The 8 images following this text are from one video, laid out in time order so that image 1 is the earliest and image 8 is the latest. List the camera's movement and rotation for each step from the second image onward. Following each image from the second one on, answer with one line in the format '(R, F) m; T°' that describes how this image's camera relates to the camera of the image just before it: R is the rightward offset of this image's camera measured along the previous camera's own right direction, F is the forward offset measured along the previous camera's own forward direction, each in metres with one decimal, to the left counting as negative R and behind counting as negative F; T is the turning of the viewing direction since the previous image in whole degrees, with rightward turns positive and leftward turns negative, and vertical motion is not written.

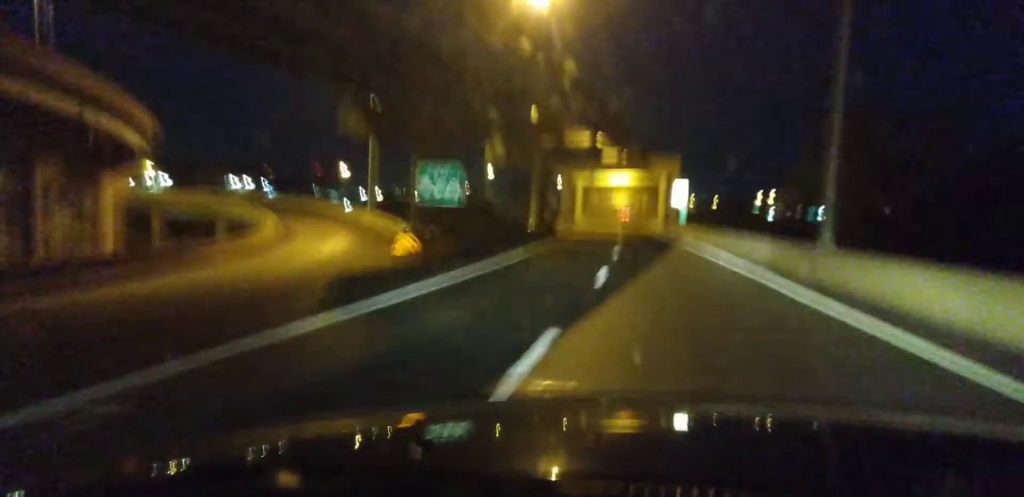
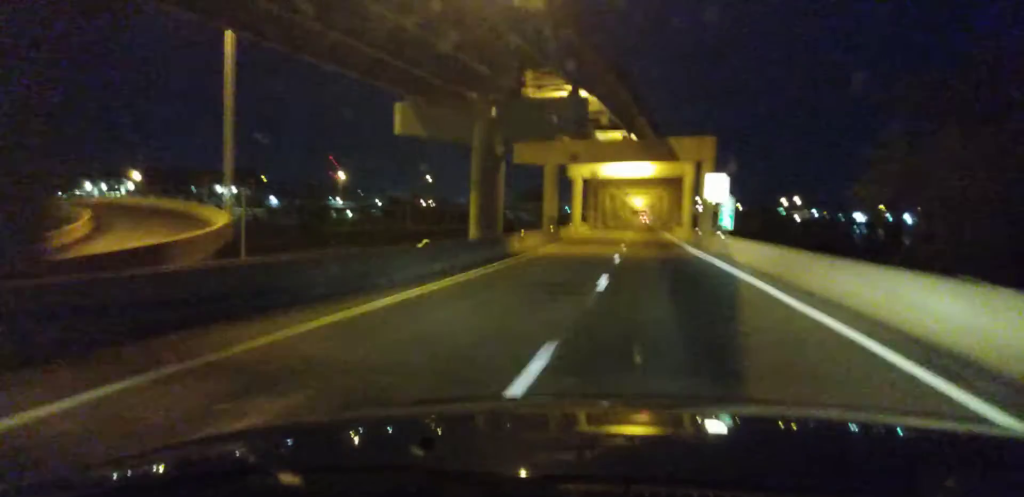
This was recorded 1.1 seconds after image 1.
(-0.4, +23.8) m; -2°
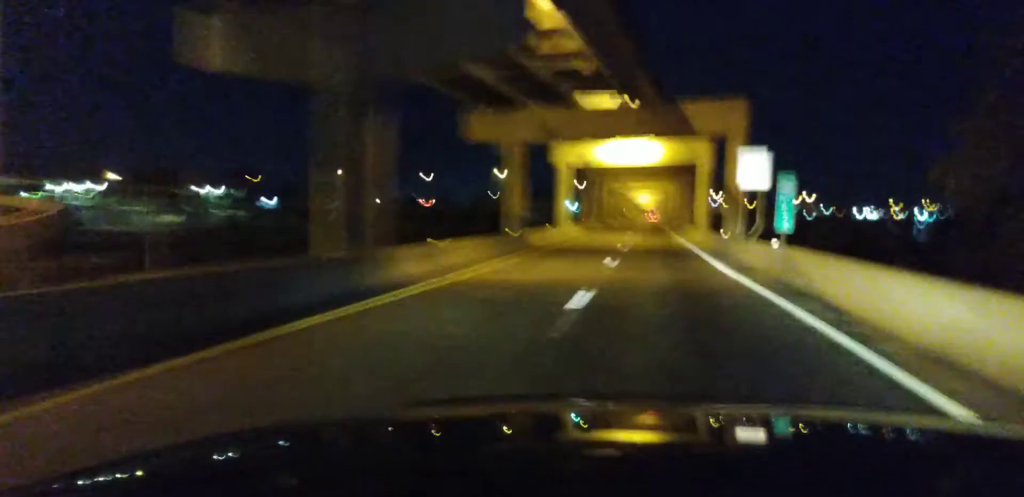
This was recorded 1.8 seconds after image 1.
(-0.1, +16.9) m; -1°
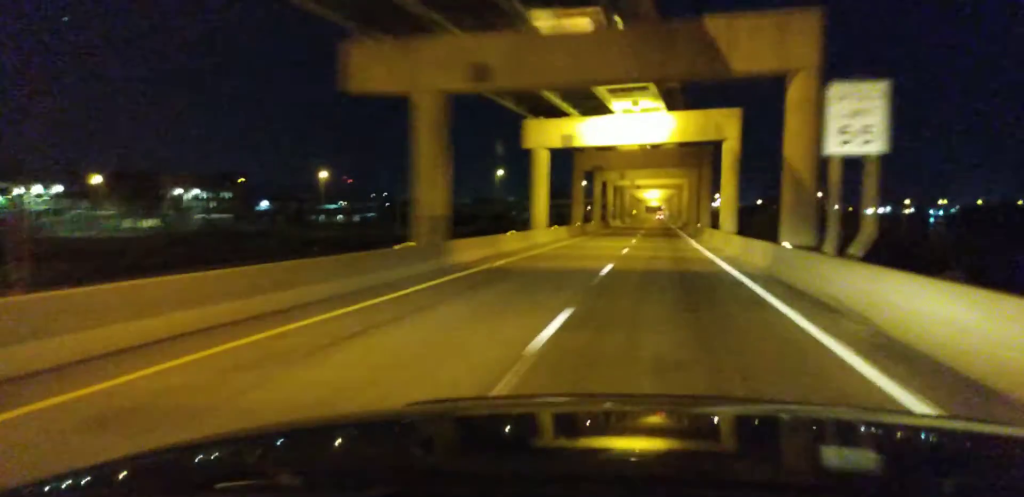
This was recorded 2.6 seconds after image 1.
(-0.1, +18.2) m; 0°
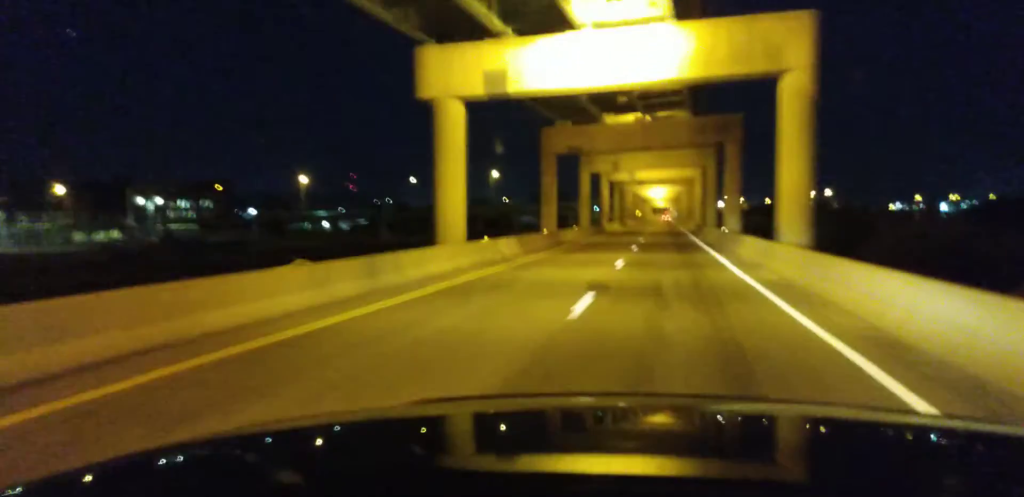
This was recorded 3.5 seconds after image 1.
(0.0, +20.8) m; -1°
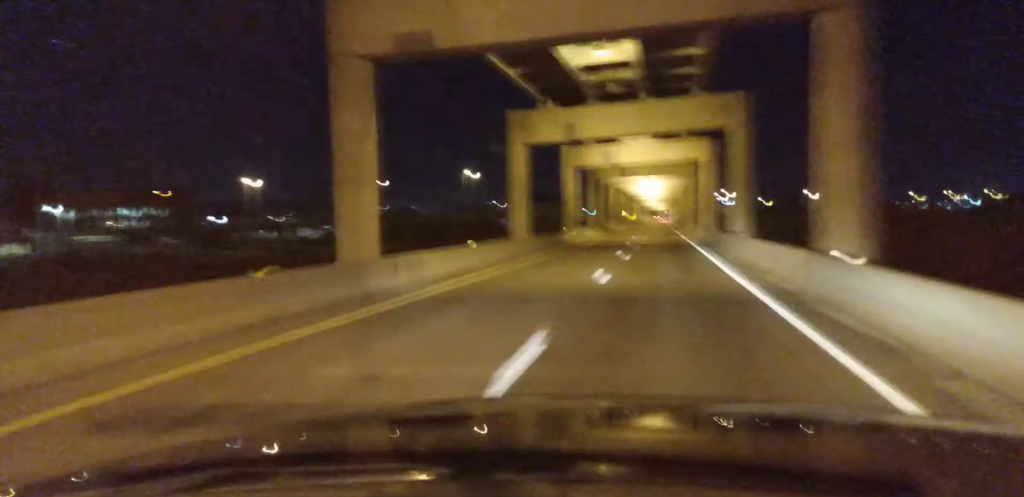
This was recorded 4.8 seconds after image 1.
(-0.6, +30.7) m; 0°
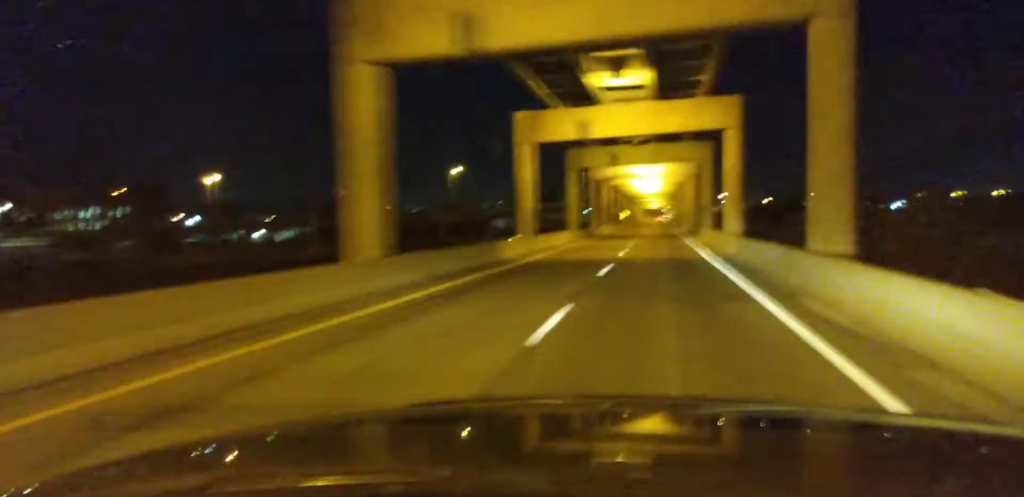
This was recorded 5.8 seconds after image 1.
(+0.5, +23.5) m; +1°
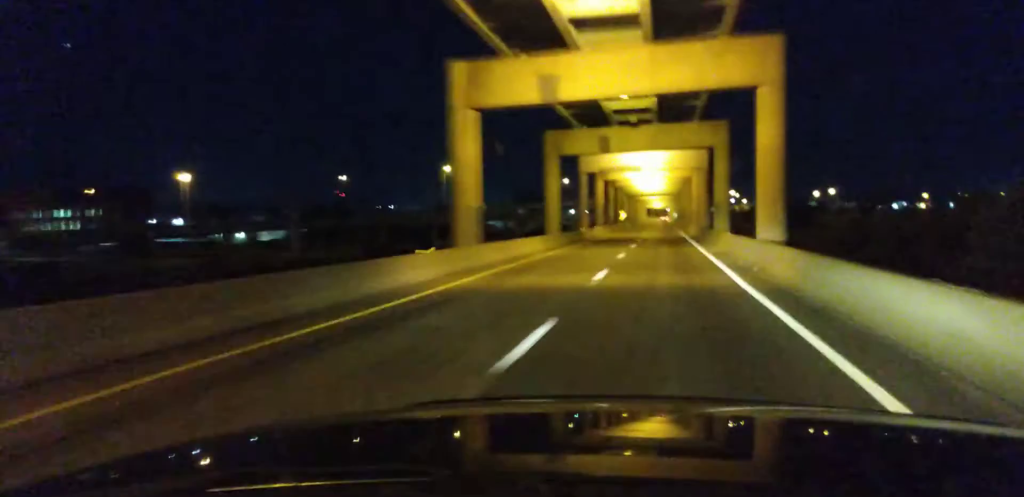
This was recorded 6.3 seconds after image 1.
(-0.1, +12.4) m; 0°
